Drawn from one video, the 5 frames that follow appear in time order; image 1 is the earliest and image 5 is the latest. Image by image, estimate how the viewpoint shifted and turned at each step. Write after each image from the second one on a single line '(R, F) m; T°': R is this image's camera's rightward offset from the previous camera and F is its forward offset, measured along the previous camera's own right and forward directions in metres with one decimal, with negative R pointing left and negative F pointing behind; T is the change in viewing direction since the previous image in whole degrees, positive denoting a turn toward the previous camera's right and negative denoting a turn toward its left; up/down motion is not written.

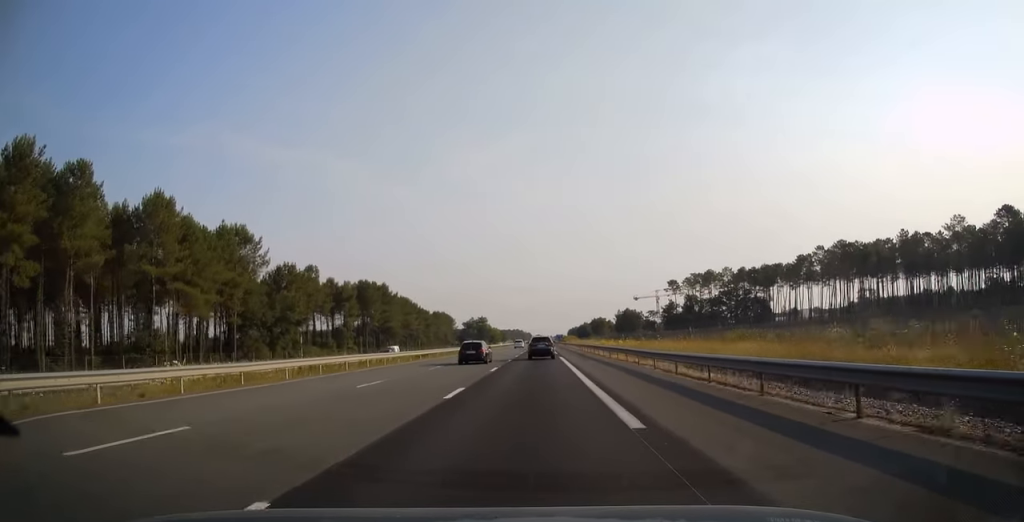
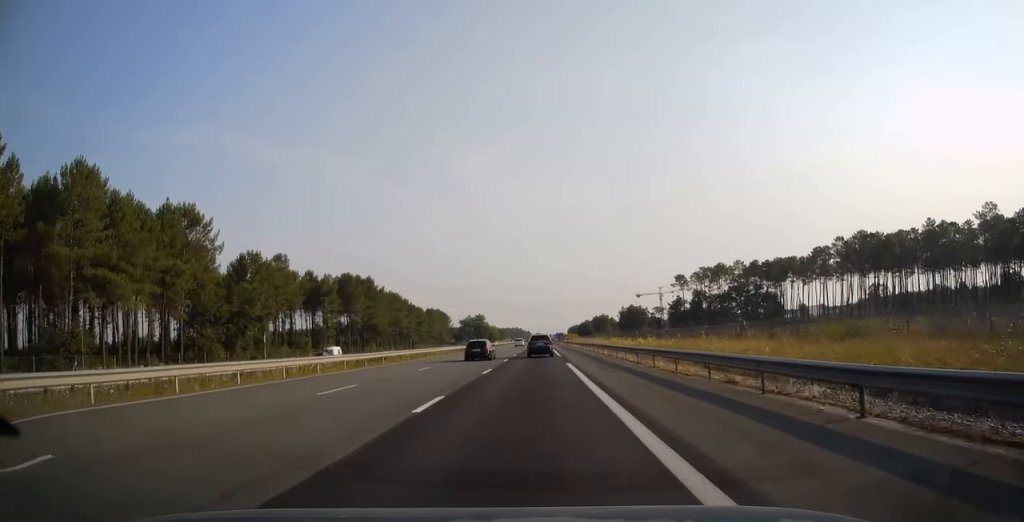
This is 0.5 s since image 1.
(0.0, +16.3) m; 0°
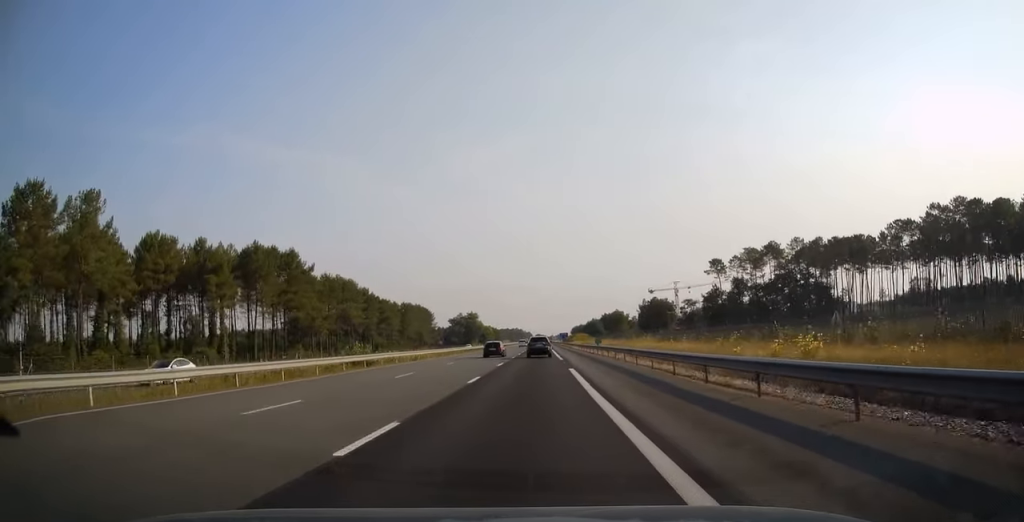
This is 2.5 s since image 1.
(-0.1, +56.2) m; 0°
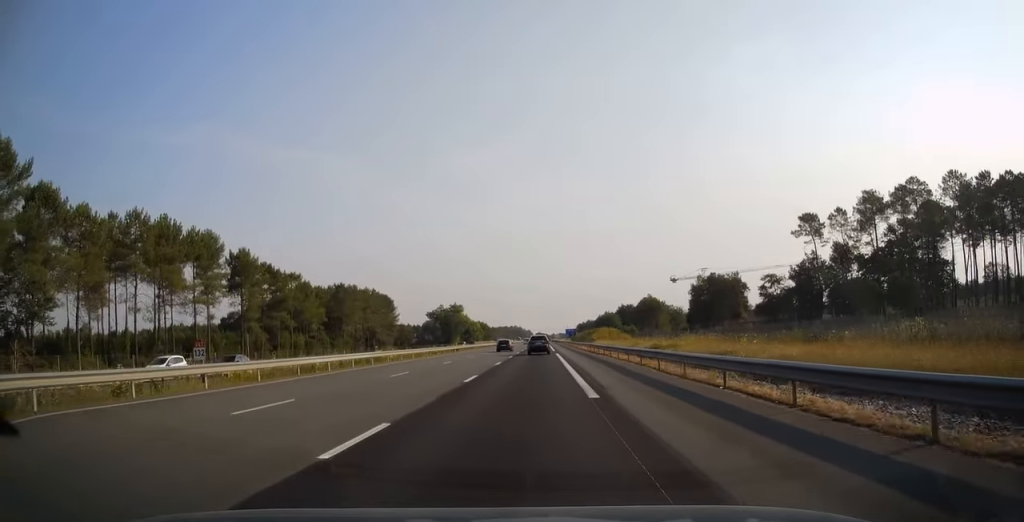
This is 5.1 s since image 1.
(0.0, +78.0) m; 0°
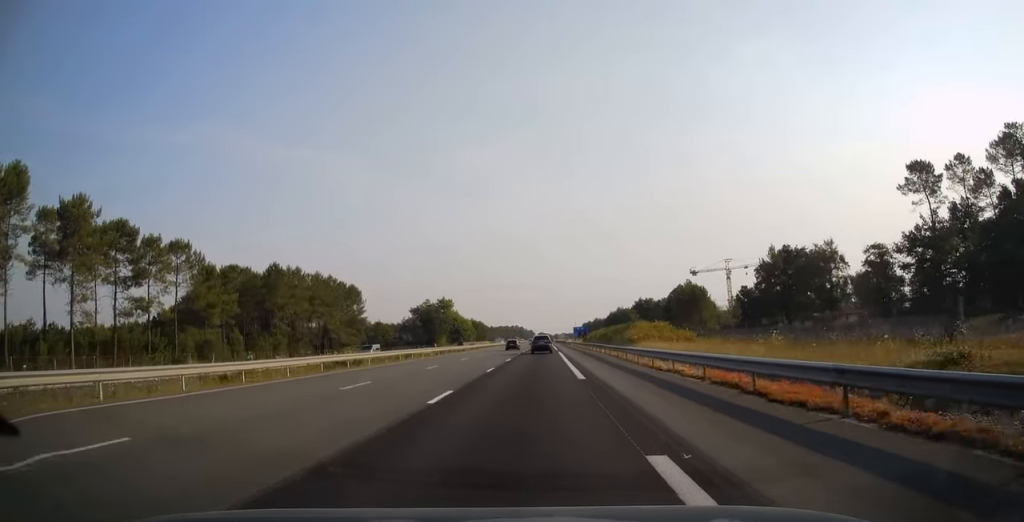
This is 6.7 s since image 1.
(-0.1, +45.6) m; 0°
